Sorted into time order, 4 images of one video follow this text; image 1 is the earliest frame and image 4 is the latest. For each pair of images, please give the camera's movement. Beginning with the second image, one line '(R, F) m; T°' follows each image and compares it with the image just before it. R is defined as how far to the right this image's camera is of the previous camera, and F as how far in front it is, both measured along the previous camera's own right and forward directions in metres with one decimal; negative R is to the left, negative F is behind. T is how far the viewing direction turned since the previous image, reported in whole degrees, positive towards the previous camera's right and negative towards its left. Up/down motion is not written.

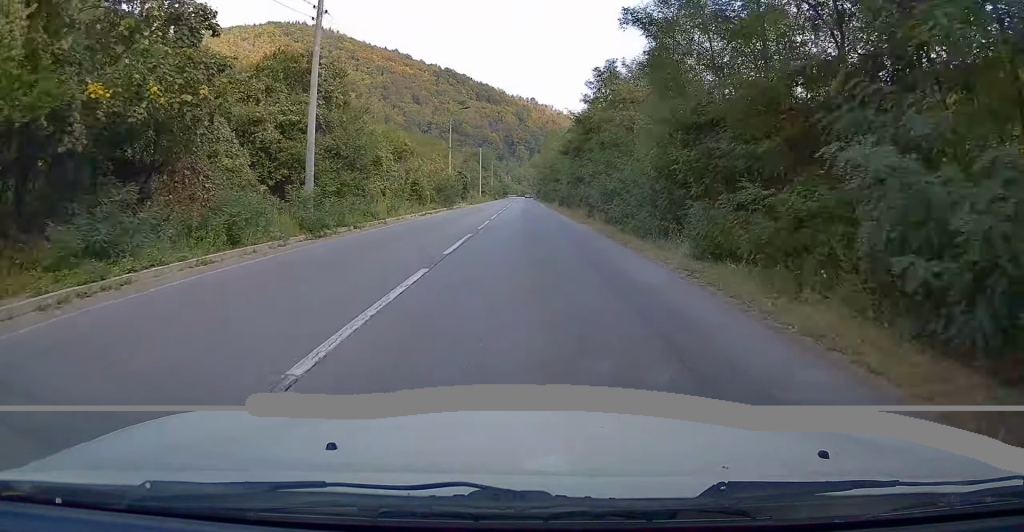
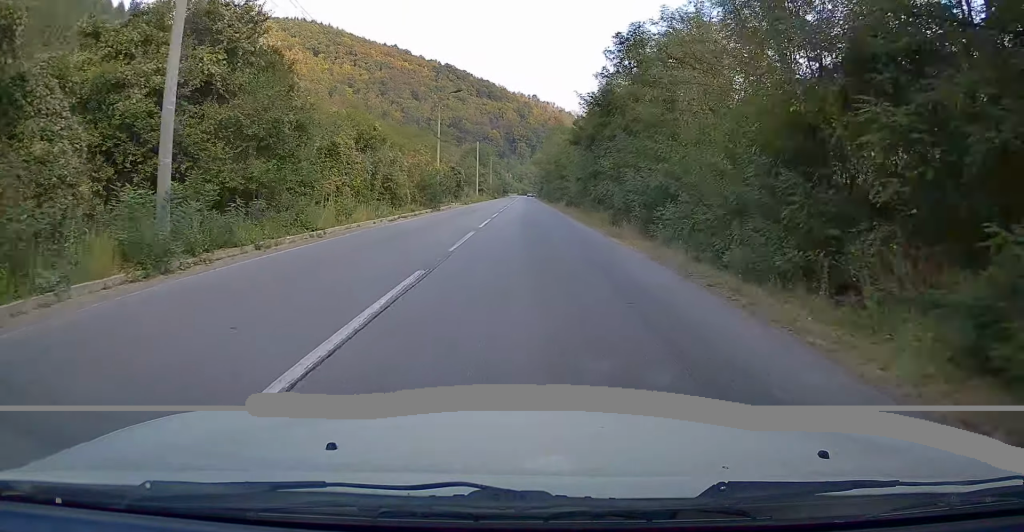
(-0.1, +8.8) m; 0°
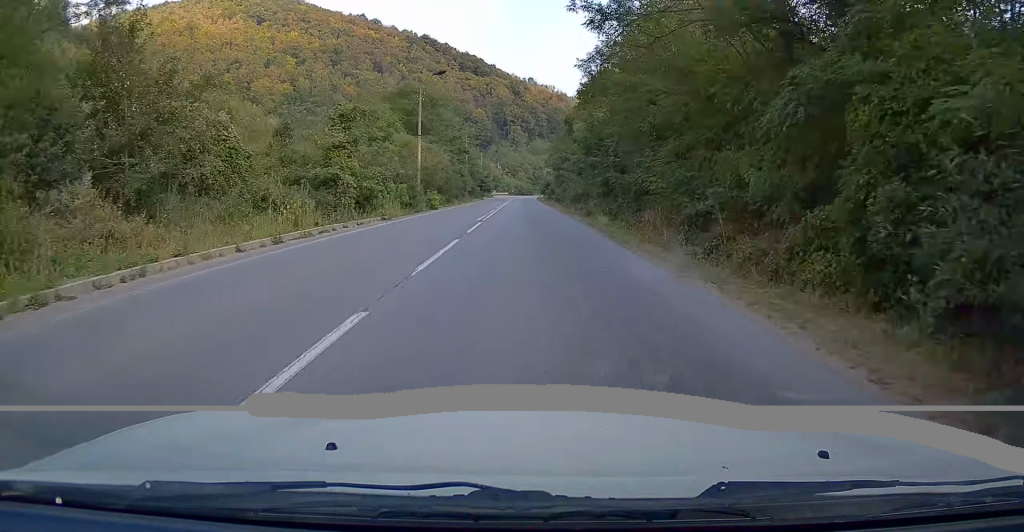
(+0.1, +83.5) m; 0°
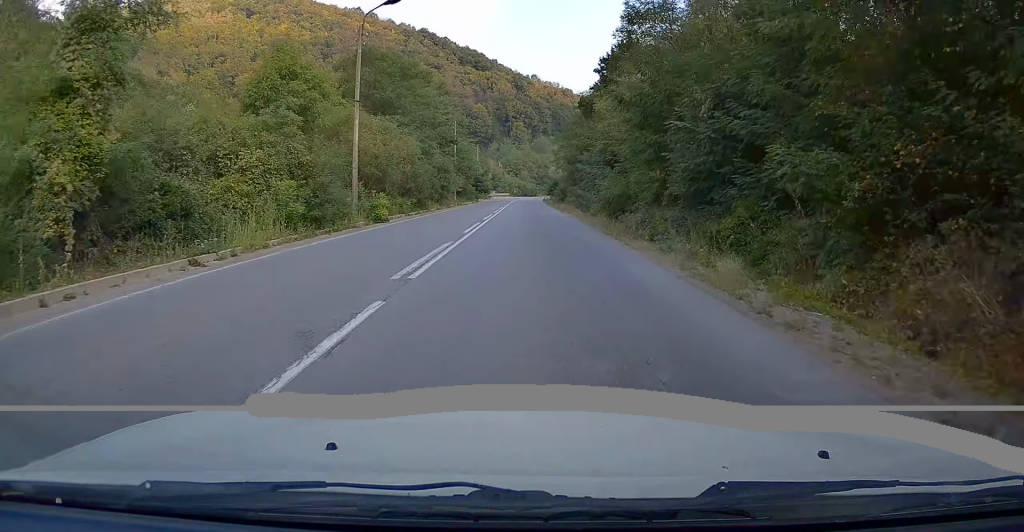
(+0.1, +17.4) m; 0°
